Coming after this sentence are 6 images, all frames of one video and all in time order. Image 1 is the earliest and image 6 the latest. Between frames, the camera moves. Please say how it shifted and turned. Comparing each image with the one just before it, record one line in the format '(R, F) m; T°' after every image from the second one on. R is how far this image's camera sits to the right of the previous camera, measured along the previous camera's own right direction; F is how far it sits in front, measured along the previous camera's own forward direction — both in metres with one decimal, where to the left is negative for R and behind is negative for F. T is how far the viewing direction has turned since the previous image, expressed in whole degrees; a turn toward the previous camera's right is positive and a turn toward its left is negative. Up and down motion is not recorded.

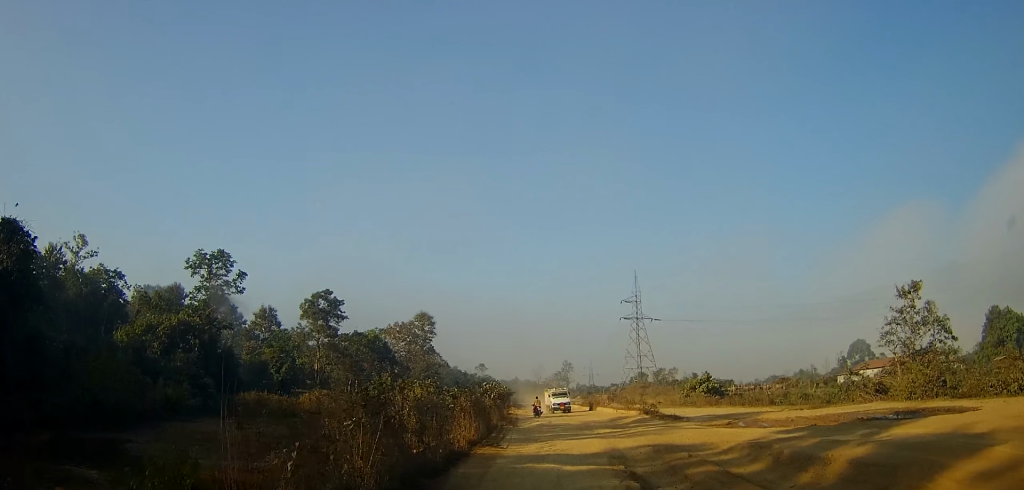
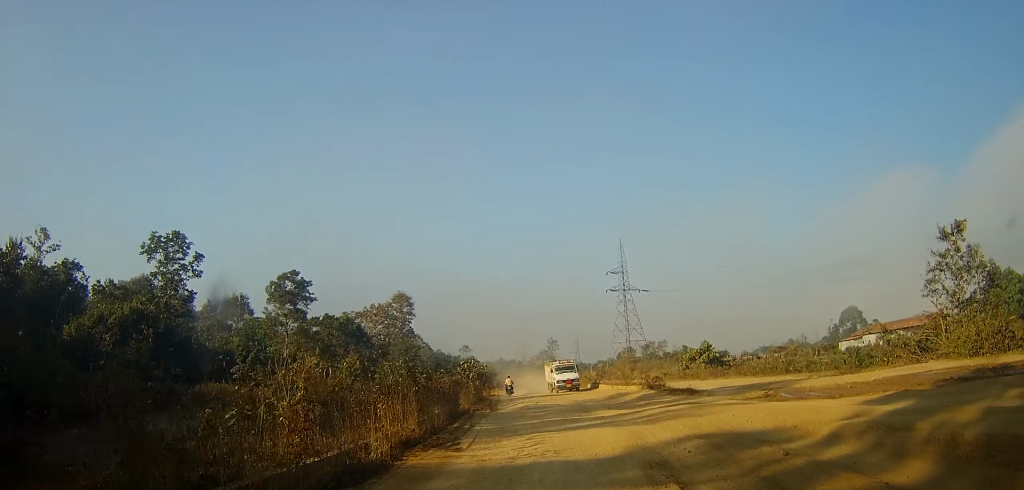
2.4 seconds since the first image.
(+0.1, +7.1) m; +1°
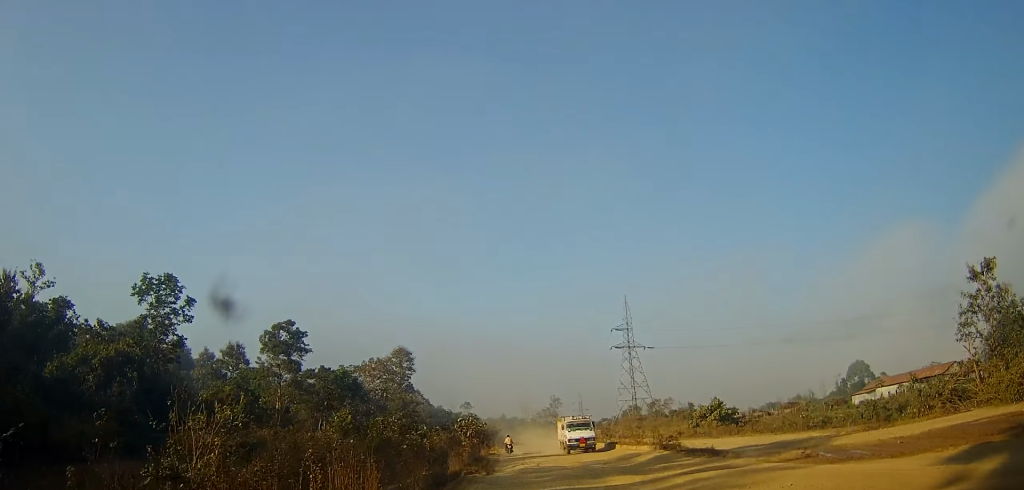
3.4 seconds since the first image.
(0.0, +3.0) m; 0°
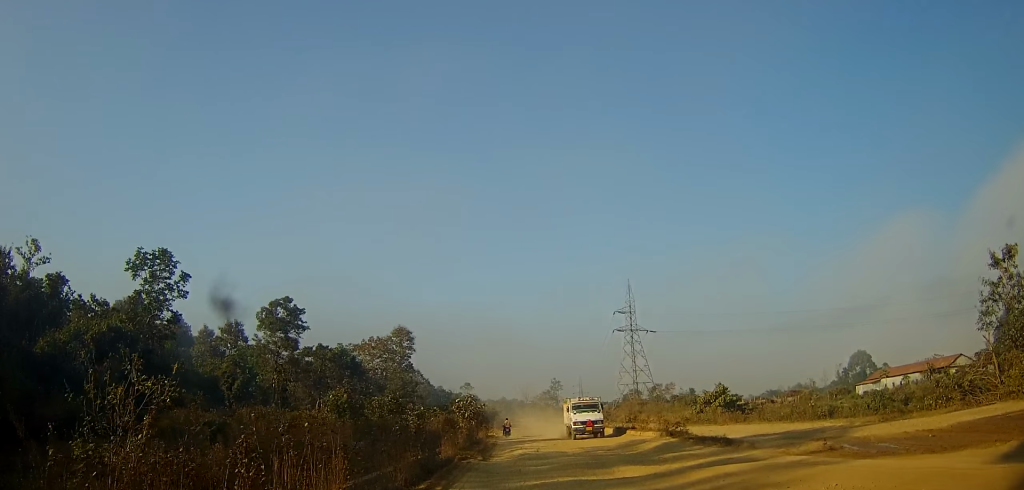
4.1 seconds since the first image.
(0.0, +2.1) m; -1°
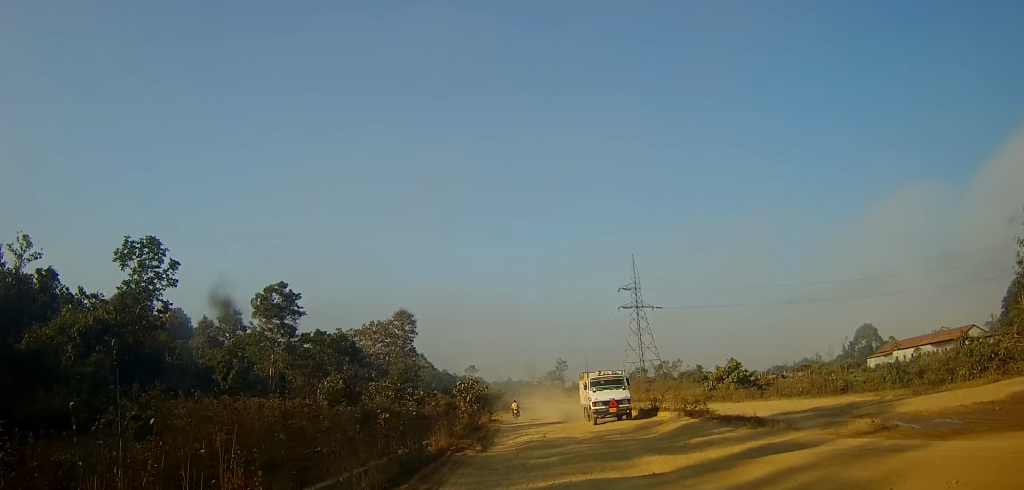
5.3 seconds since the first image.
(0.0, +3.2) m; -1°
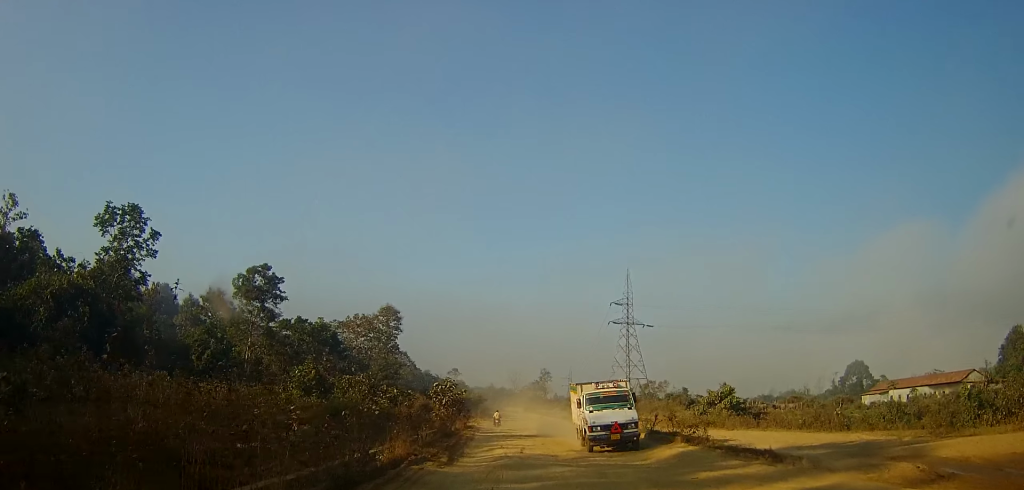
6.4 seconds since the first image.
(0.0, +2.6) m; +2°
